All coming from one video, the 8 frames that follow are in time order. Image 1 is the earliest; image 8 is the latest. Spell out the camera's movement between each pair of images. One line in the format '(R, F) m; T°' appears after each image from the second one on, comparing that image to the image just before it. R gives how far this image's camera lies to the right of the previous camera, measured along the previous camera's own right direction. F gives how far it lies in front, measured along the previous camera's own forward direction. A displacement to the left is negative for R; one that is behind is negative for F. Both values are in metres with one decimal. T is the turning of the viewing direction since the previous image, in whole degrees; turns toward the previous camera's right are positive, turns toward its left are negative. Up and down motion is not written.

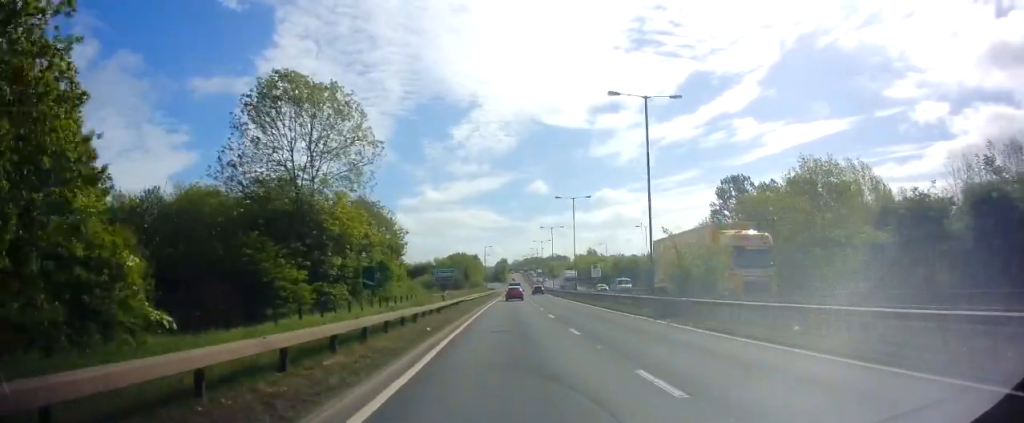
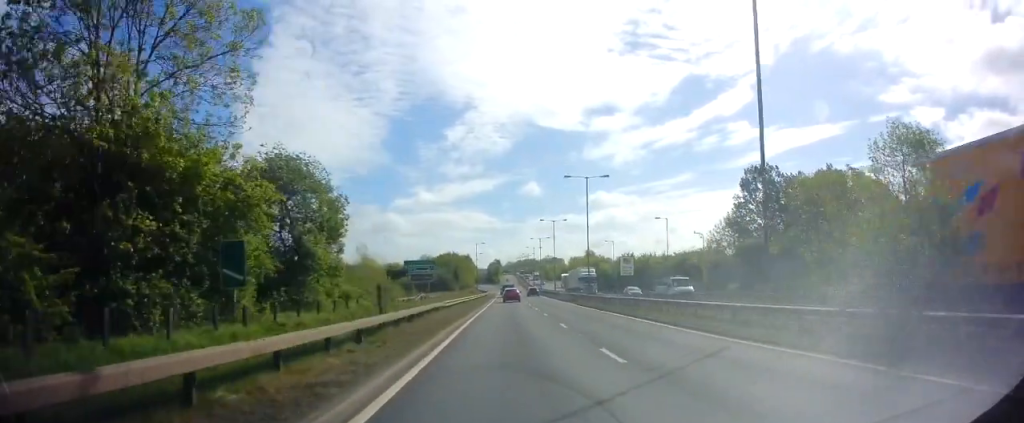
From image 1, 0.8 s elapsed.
(+0.8, +14.5) m; +1°
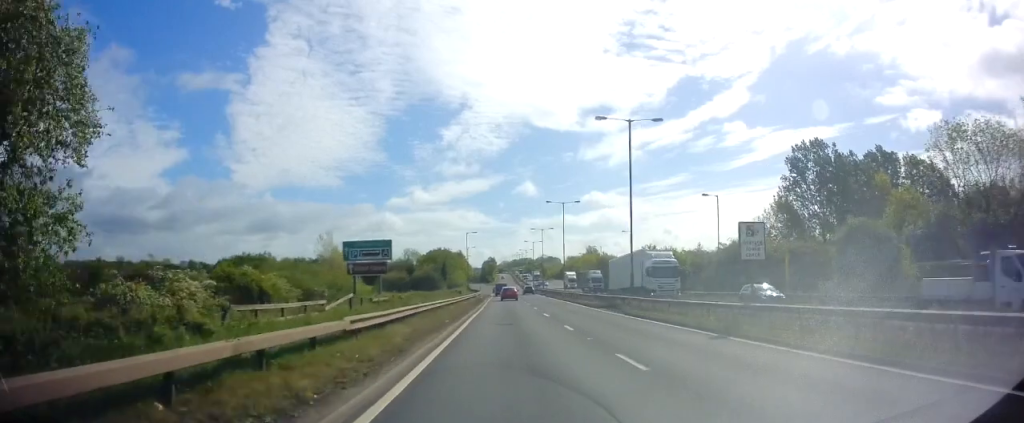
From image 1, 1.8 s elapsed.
(-0.5, +19.2) m; 0°
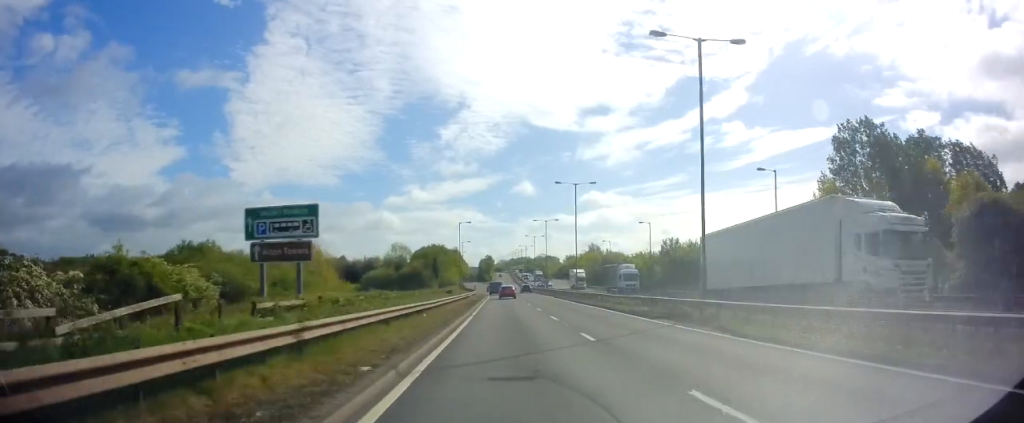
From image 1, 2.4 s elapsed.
(+0.4, +13.0) m; 0°
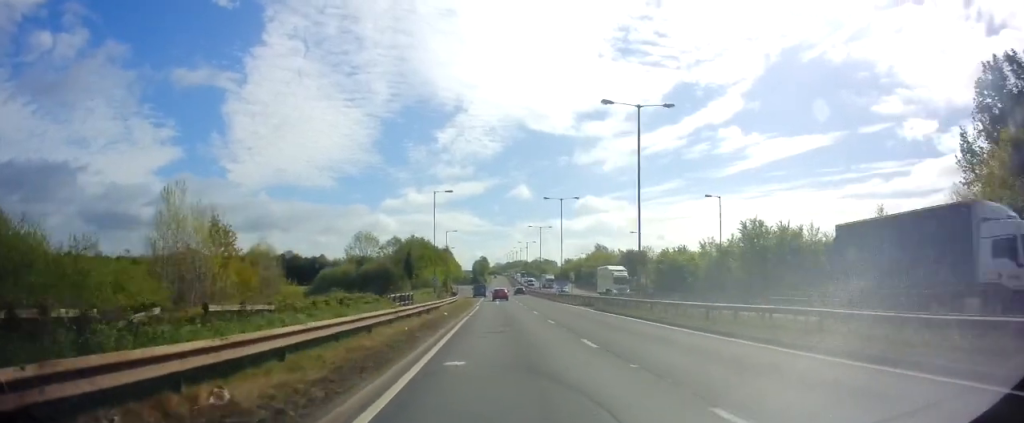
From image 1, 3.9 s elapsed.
(-0.3, +28.3) m; 0°
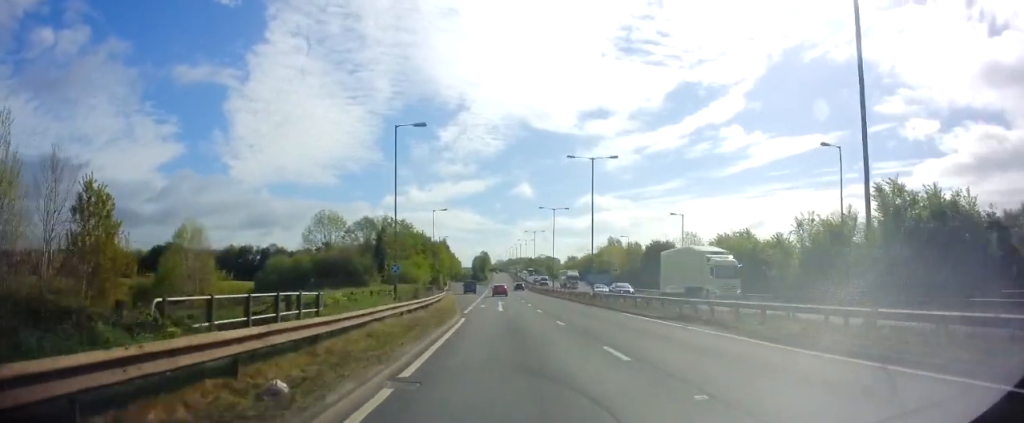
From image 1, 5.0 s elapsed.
(+0.5, +21.1) m; 0°
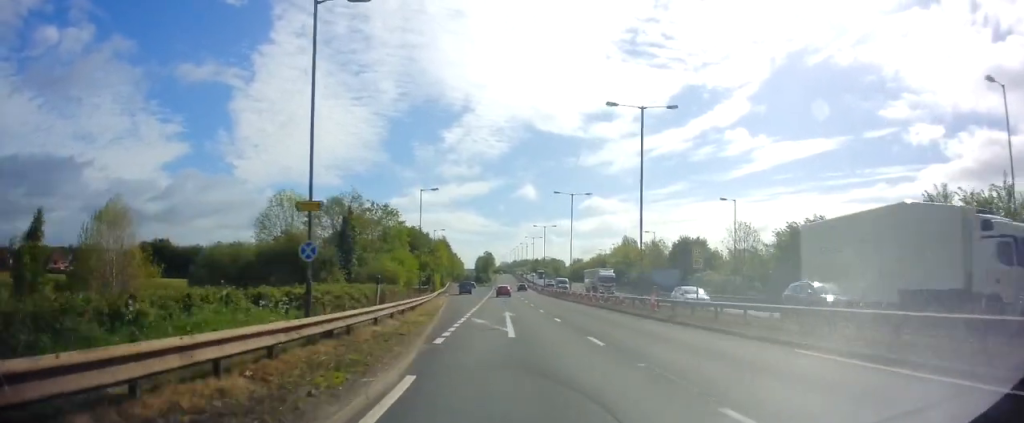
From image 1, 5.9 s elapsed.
(-0.4, +15.1) m; -1°
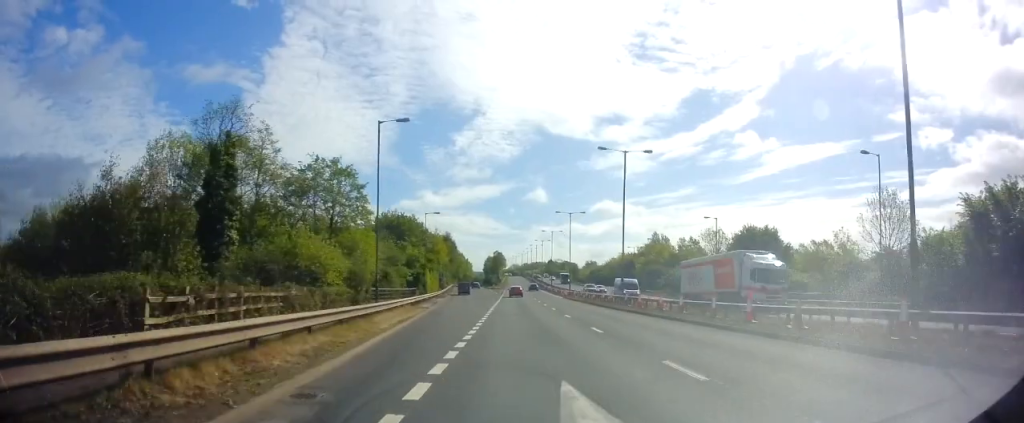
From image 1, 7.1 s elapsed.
(-0.1, +22.8) m; -1°
